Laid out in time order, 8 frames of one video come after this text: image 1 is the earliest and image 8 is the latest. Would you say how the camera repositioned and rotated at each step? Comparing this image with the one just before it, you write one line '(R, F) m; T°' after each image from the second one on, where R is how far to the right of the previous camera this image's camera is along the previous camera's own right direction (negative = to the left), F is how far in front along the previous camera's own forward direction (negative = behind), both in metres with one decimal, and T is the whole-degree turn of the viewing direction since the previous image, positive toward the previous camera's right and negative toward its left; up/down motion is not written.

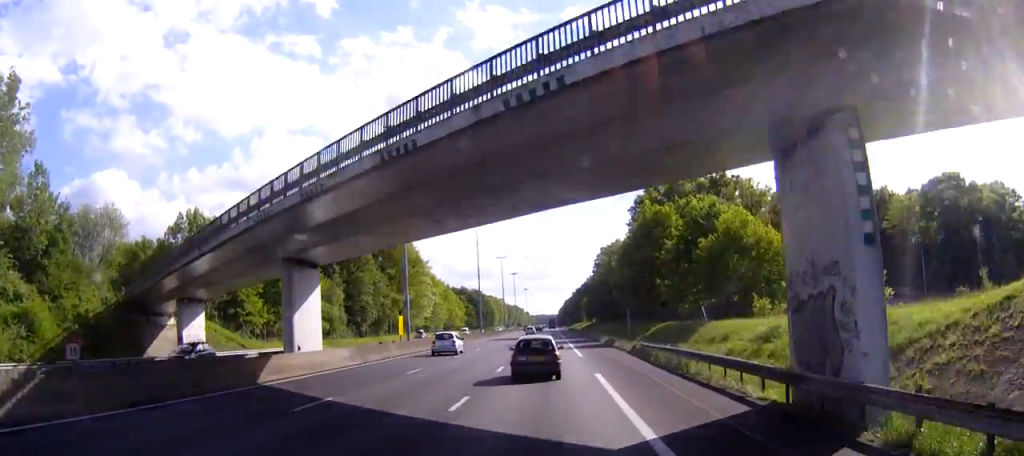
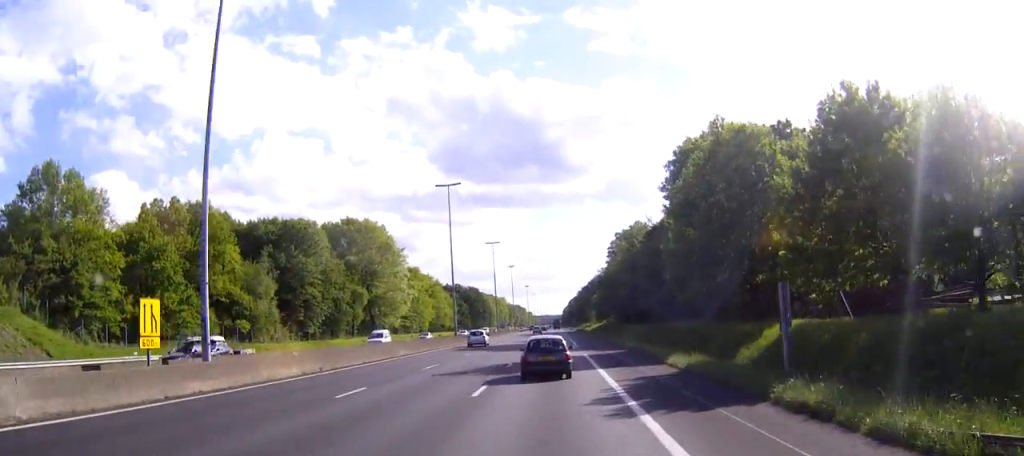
(+0.5, +36.1) m; 0°
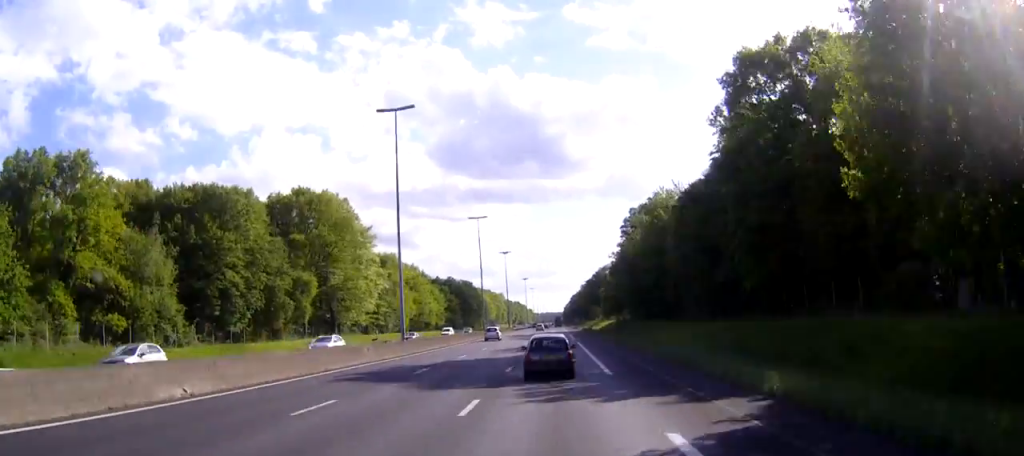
(-0.6, +29.8) m; -1°
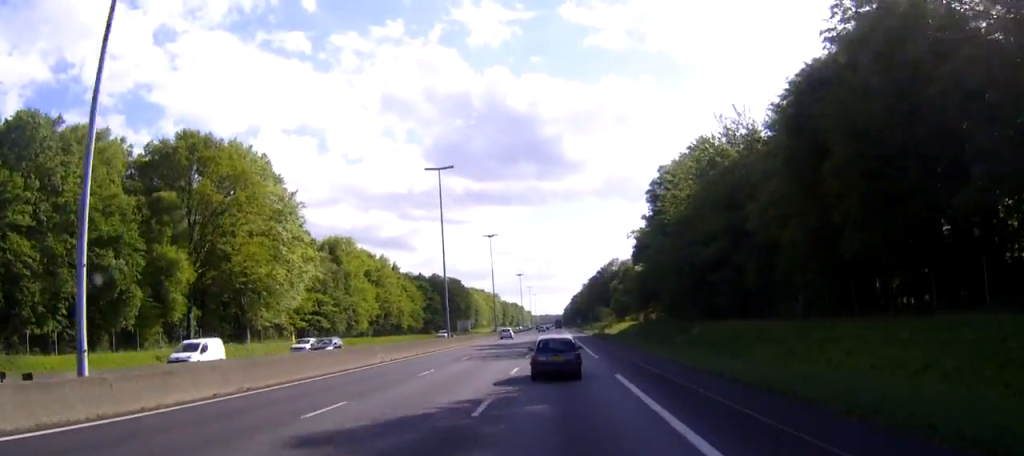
(0.0, +38.9) m; +1°
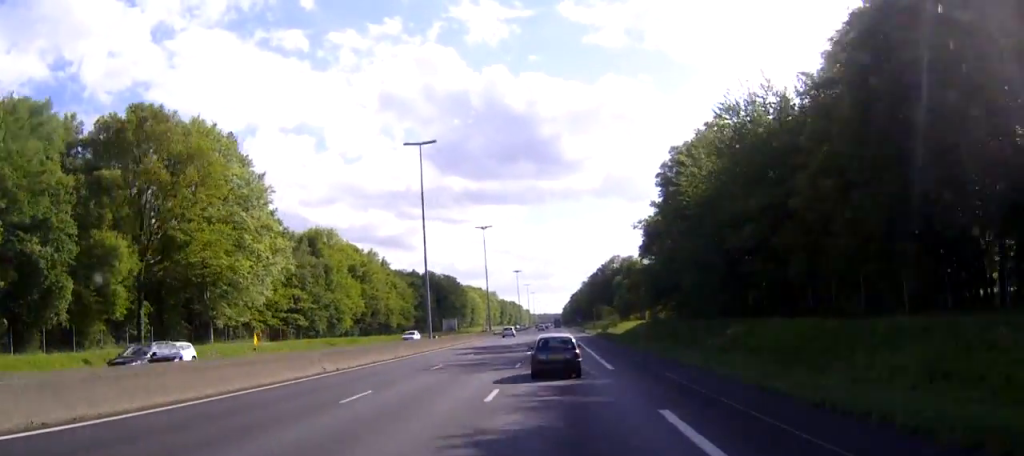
(0.0, +10.5) m; 0°
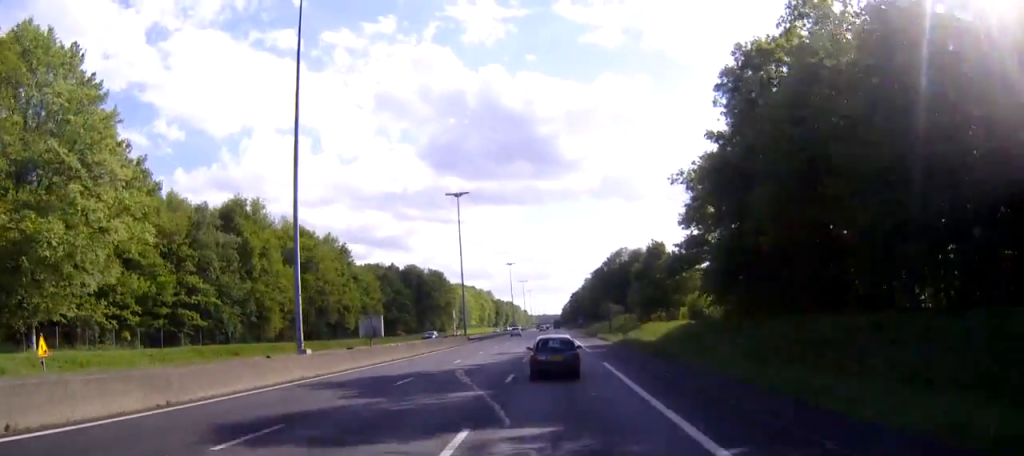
(0.0, +33.2) m; 0°
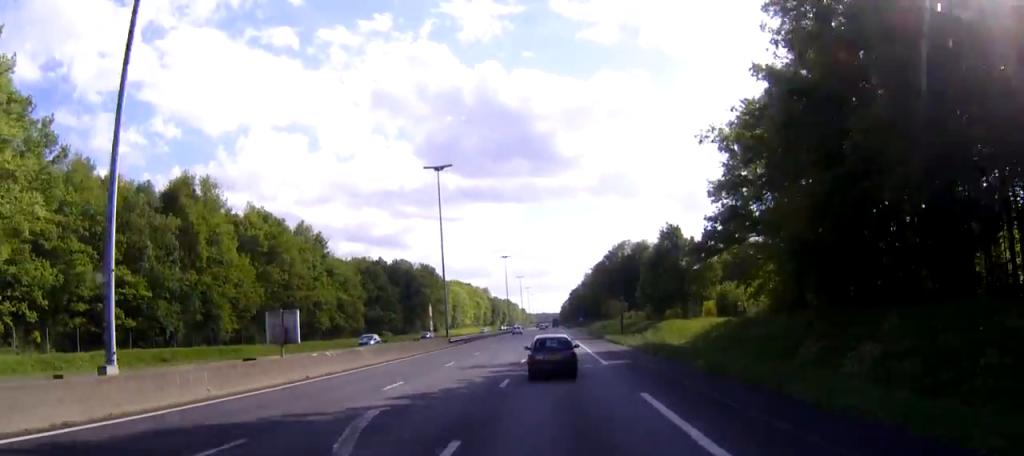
(0.0, +14.6) m; 0°
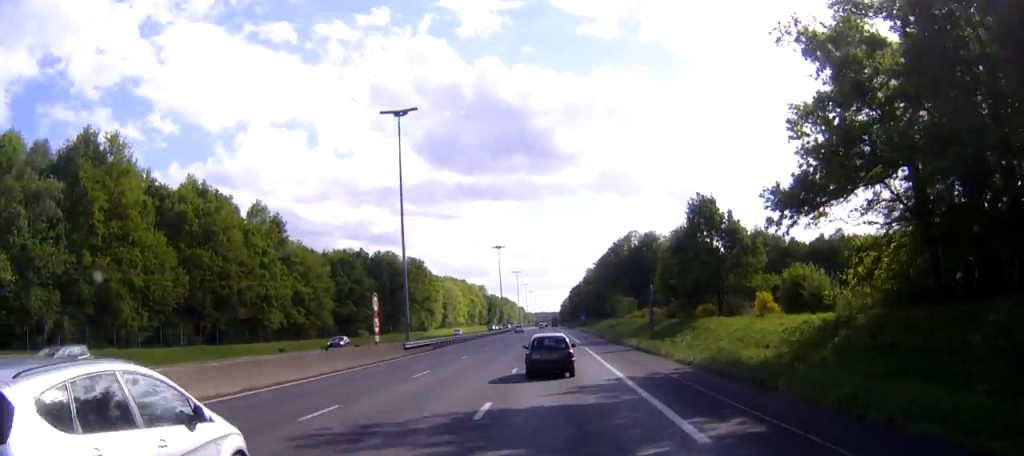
(-0.1, +20.3) m; 0°
